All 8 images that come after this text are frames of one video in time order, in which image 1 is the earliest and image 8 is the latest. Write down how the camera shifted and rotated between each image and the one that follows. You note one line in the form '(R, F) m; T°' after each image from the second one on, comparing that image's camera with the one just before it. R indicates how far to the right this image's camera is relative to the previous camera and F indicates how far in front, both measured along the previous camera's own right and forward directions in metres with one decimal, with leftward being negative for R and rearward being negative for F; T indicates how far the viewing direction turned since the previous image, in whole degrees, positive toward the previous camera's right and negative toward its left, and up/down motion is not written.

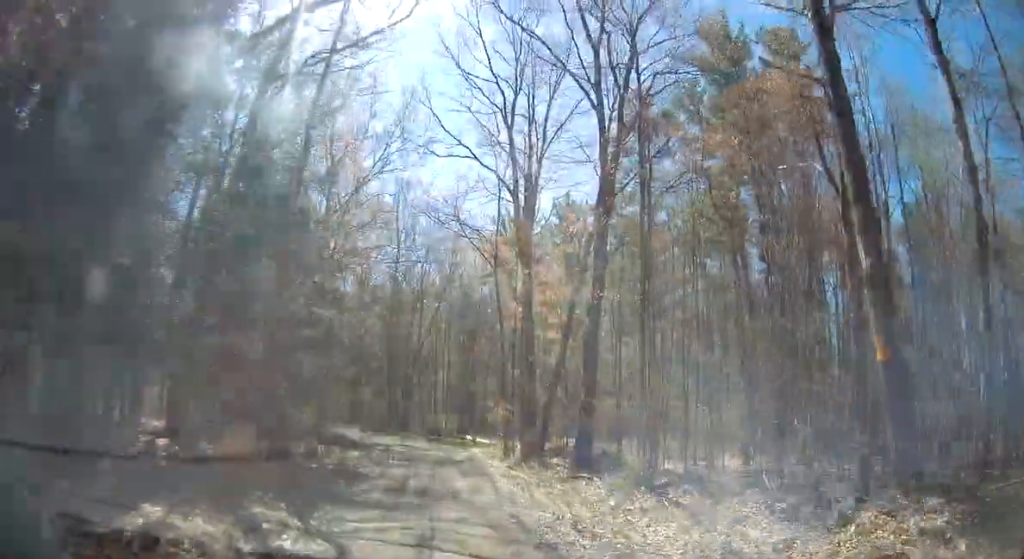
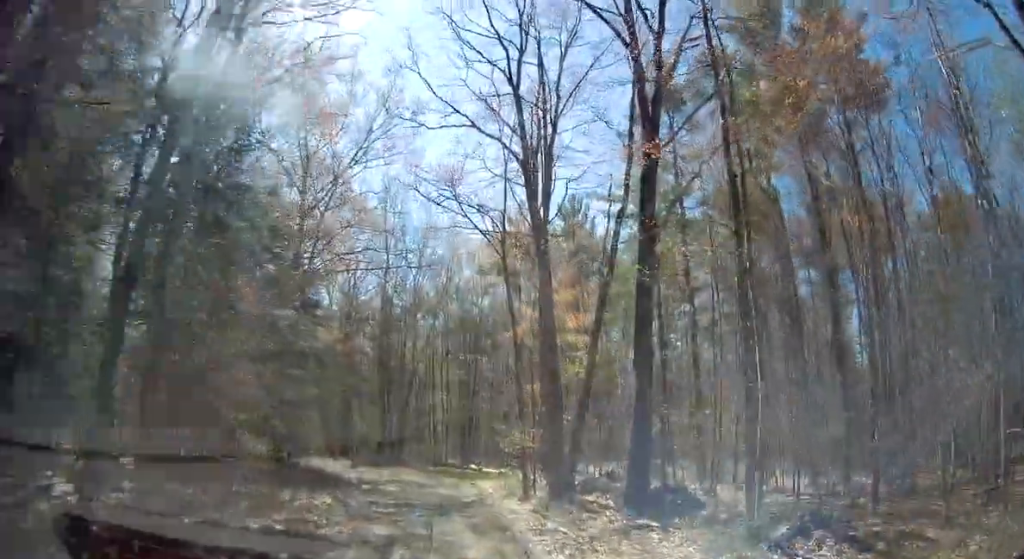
(-0.2, +6.0) m; 0°
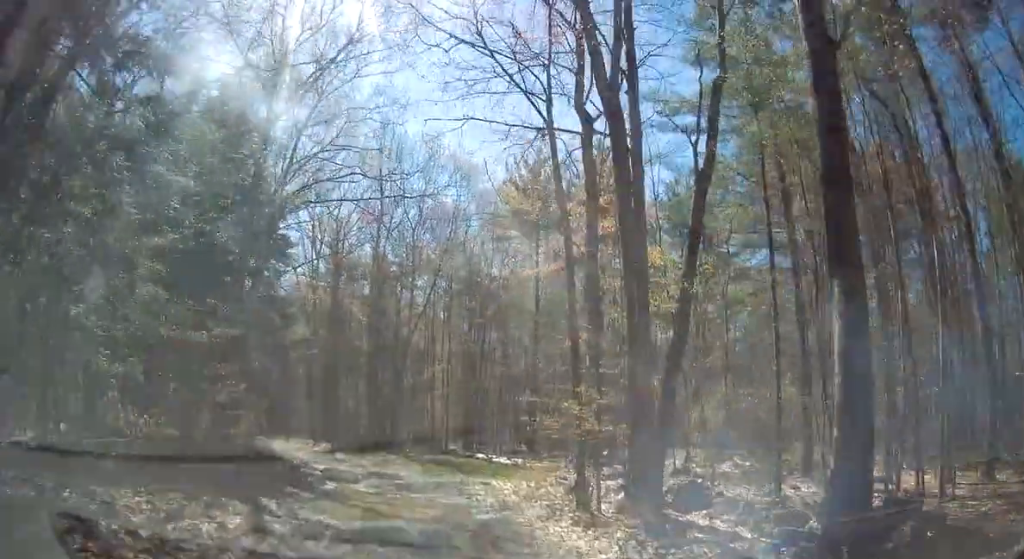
(+0.4, +8.4) m; +3°
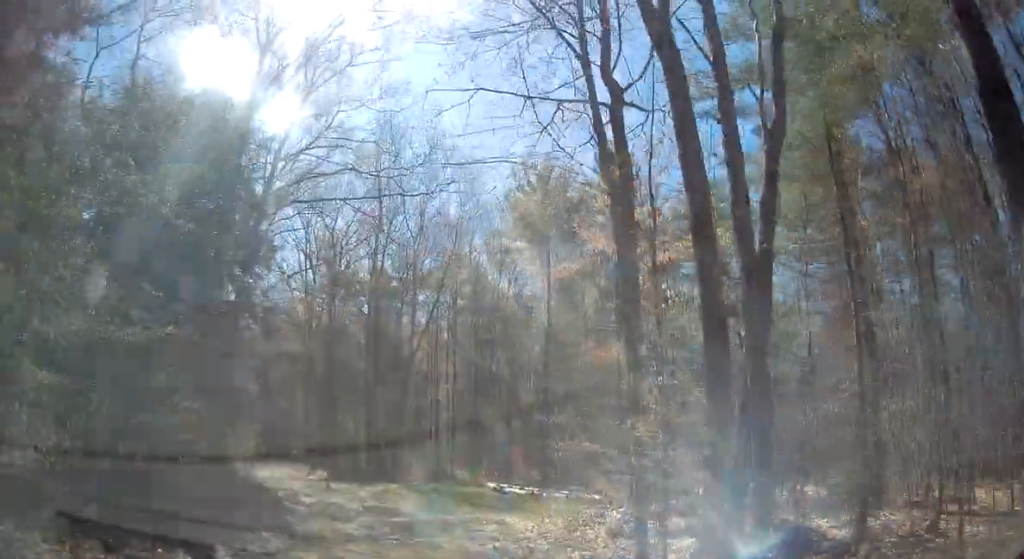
(+0.1, +3.1) m; -2°
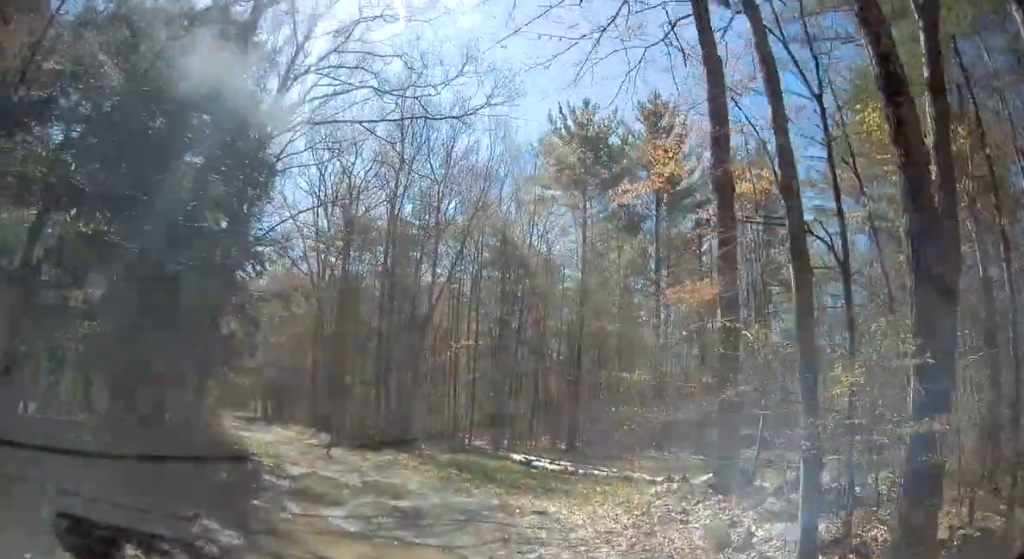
(-0.1, +4.0) m; -5°
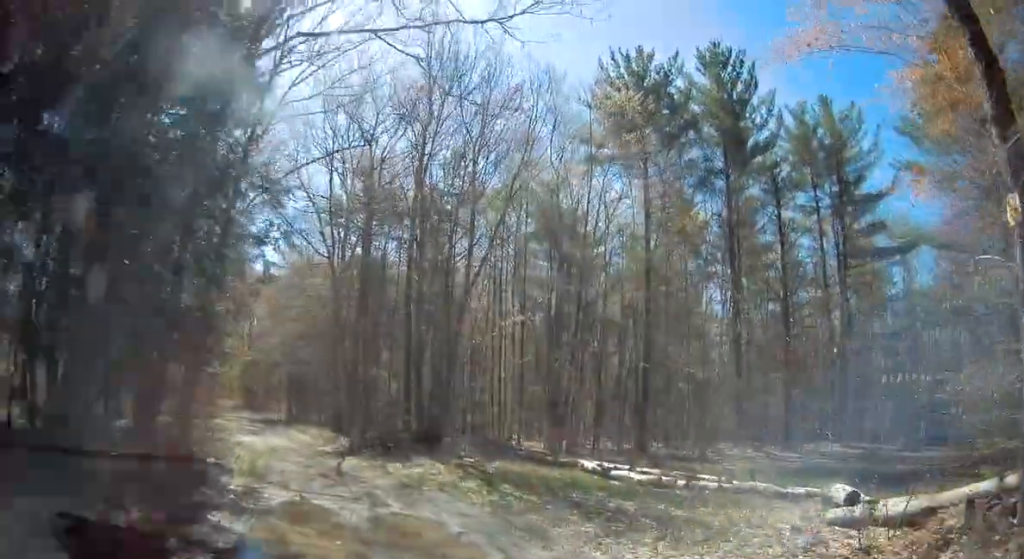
(-0.5, +6.1) m; -9°
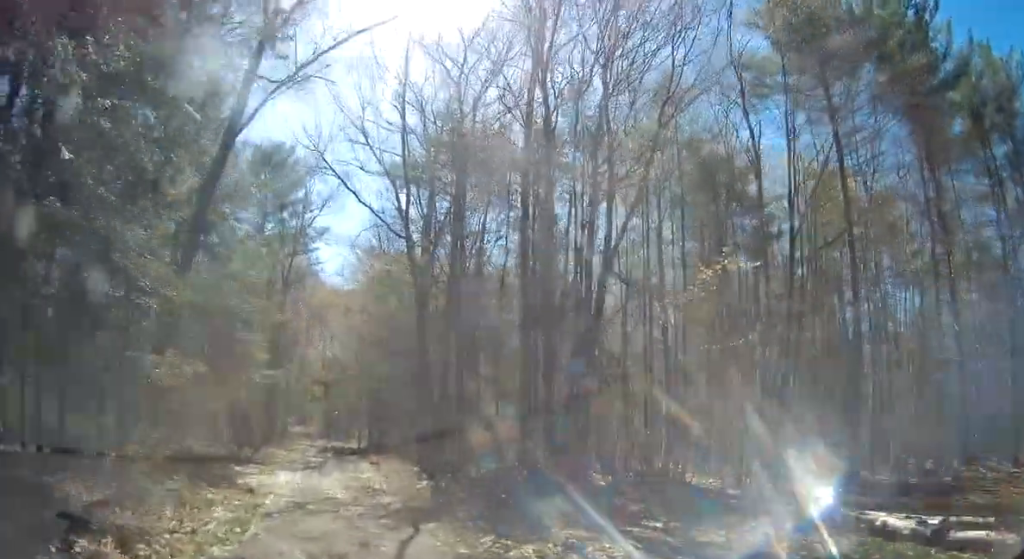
(-0.9, +10.7) m; -10°
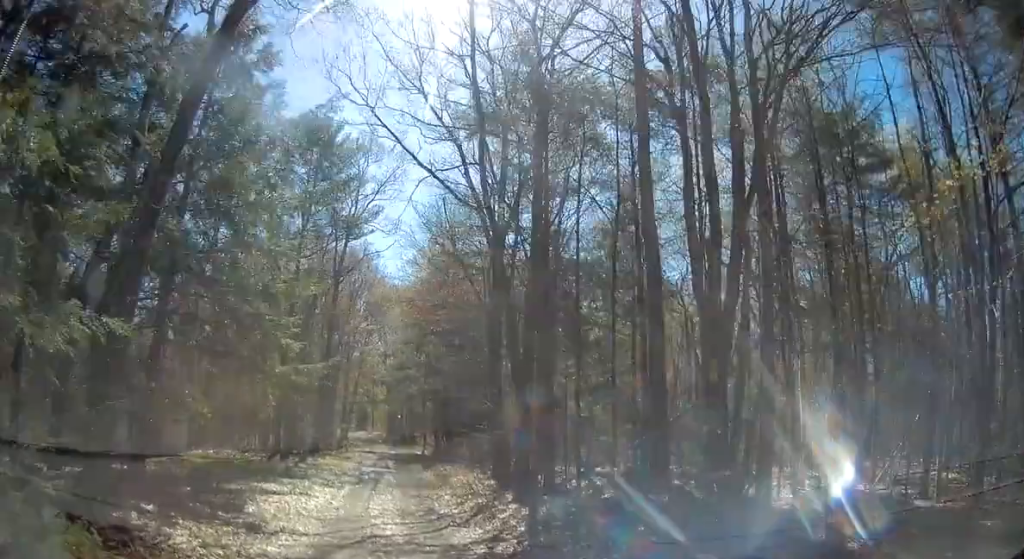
(-0.4, +5.7) m; -4°
